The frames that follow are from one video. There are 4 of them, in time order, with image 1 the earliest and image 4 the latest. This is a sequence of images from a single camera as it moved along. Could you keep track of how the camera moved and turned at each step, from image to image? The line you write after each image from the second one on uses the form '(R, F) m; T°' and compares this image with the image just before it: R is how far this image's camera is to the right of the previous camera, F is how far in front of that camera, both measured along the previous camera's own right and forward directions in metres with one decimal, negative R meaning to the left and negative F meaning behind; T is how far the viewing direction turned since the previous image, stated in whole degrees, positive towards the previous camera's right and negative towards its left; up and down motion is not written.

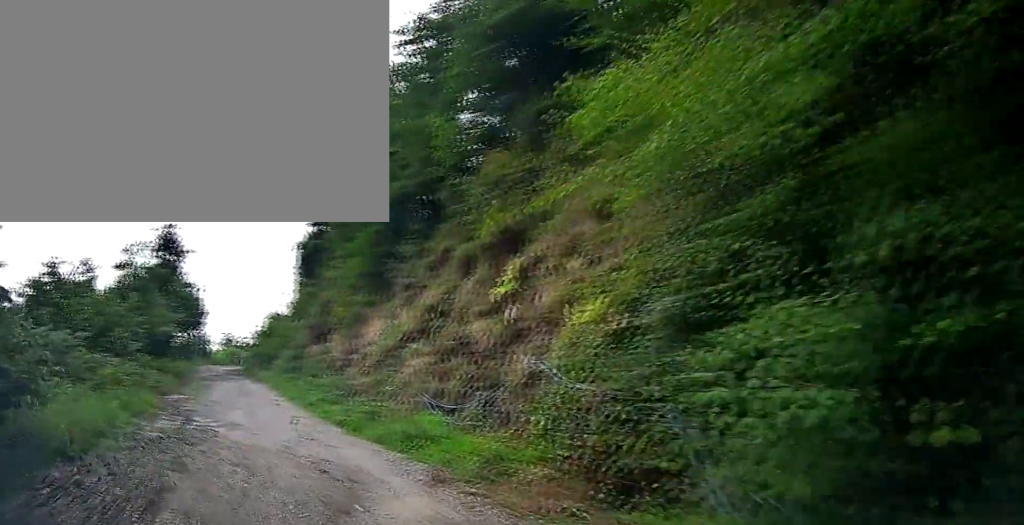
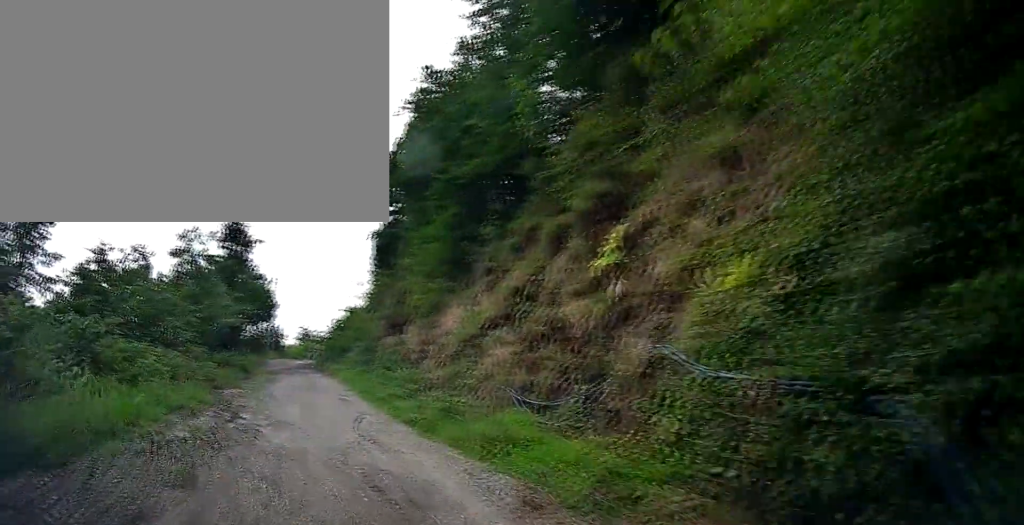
(-0.3, +2.3) m; -5°
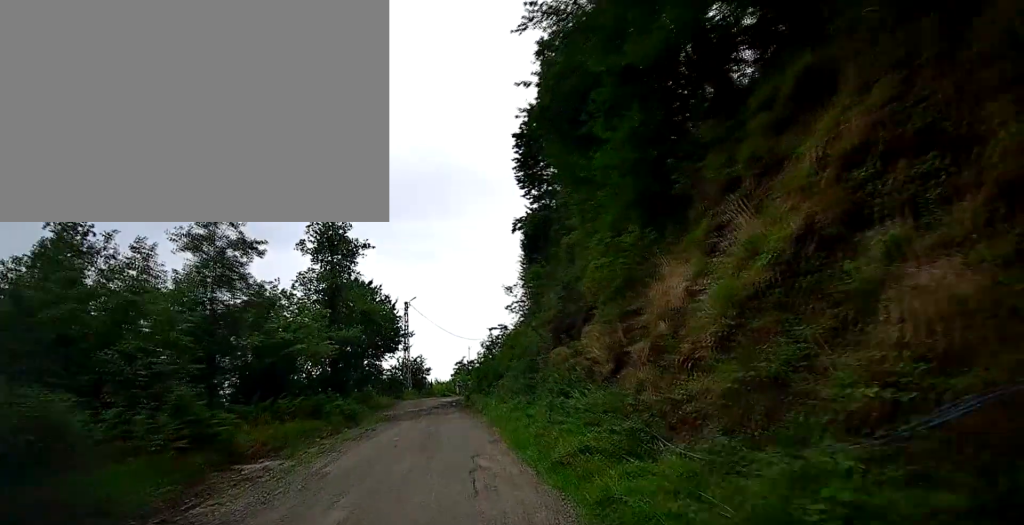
(-2.1, +11.3) m; -19°
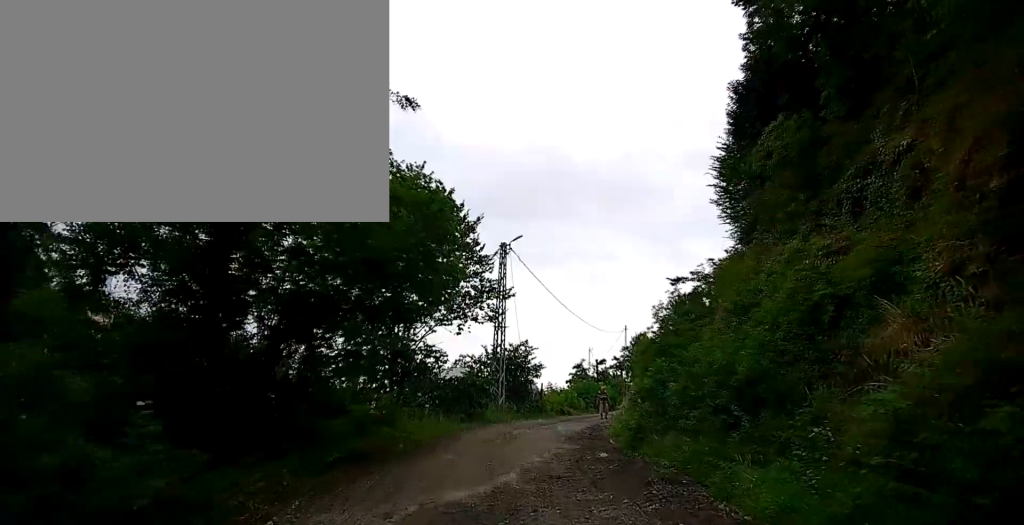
(-3.3, +24.0) m; -14°
